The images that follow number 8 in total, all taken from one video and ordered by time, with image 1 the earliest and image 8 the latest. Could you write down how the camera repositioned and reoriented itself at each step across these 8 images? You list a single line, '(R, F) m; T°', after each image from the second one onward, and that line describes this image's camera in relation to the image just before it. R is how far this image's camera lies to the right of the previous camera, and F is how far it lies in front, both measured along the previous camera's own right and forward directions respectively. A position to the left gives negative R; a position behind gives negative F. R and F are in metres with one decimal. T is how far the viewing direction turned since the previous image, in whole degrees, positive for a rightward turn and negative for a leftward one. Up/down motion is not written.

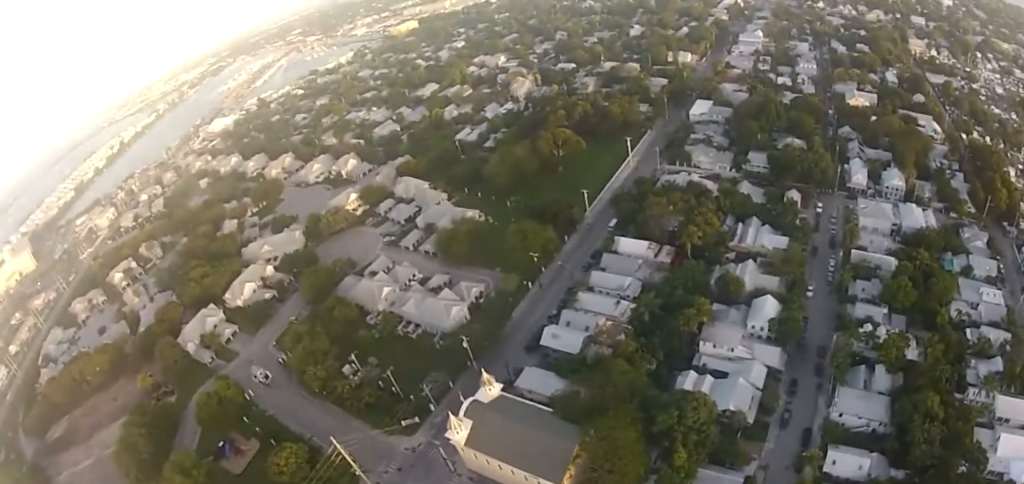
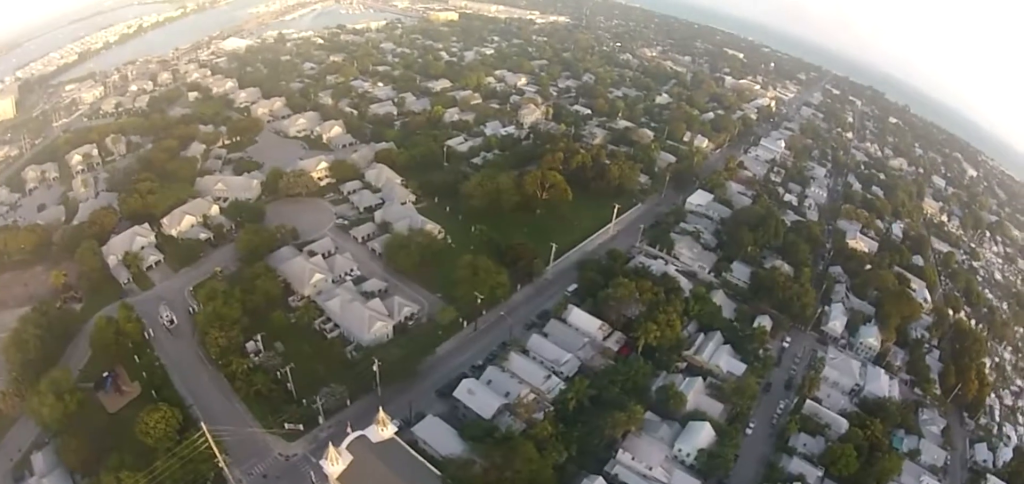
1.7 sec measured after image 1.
(-0.7, +11.0) m; -8°
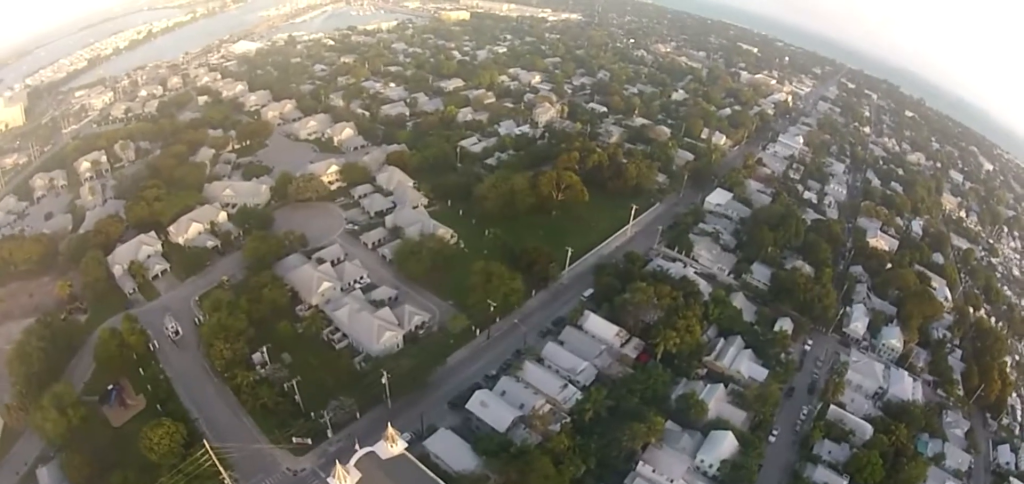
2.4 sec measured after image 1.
(-0.3, +4.0) m; 0°
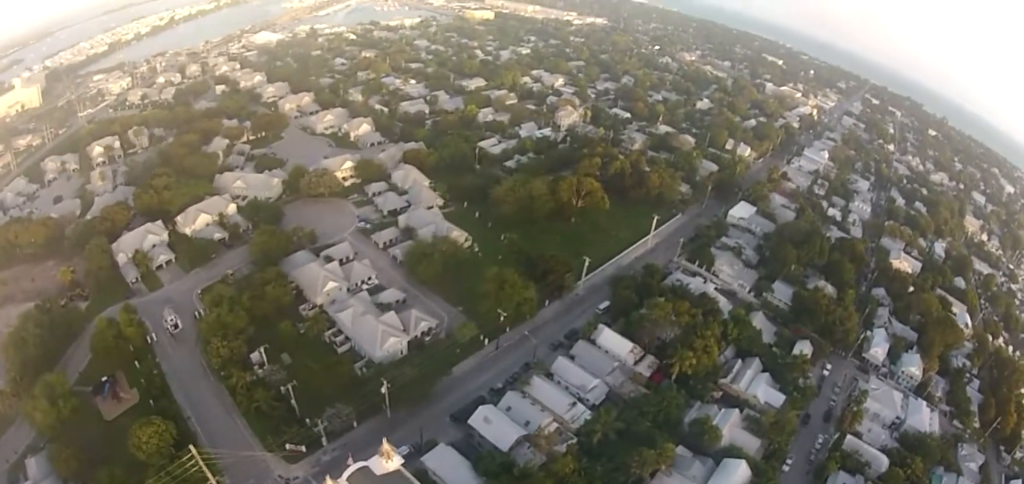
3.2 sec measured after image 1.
(+0.3, +4.9) m; +2°
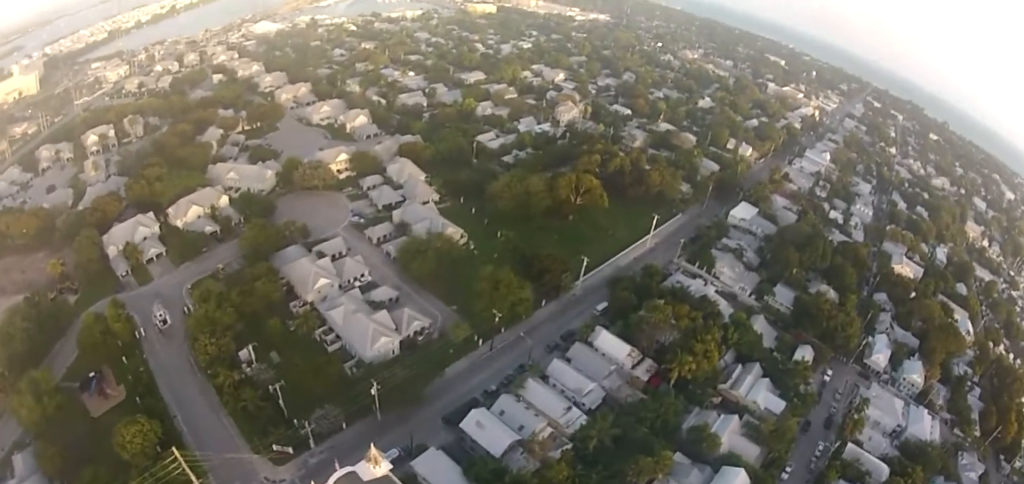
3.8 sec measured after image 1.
(0.0, +3.2) m; 0°
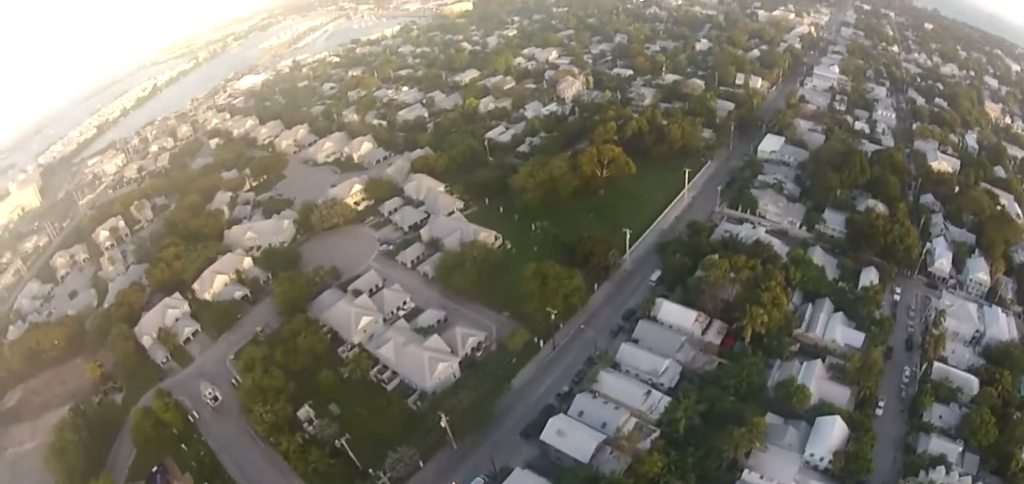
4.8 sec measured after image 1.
(-0.1, +6.4) m; -3°
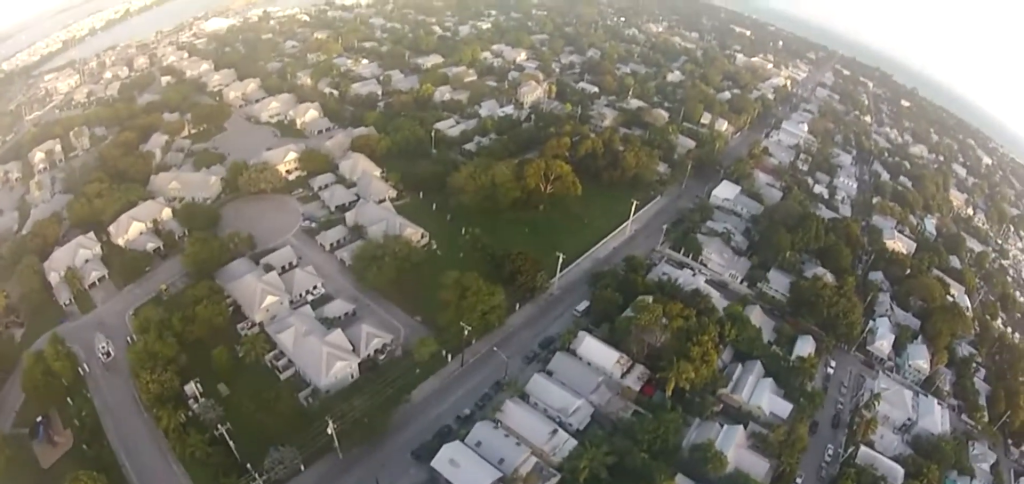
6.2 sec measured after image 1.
(-0.3, +9.1) m; 0°
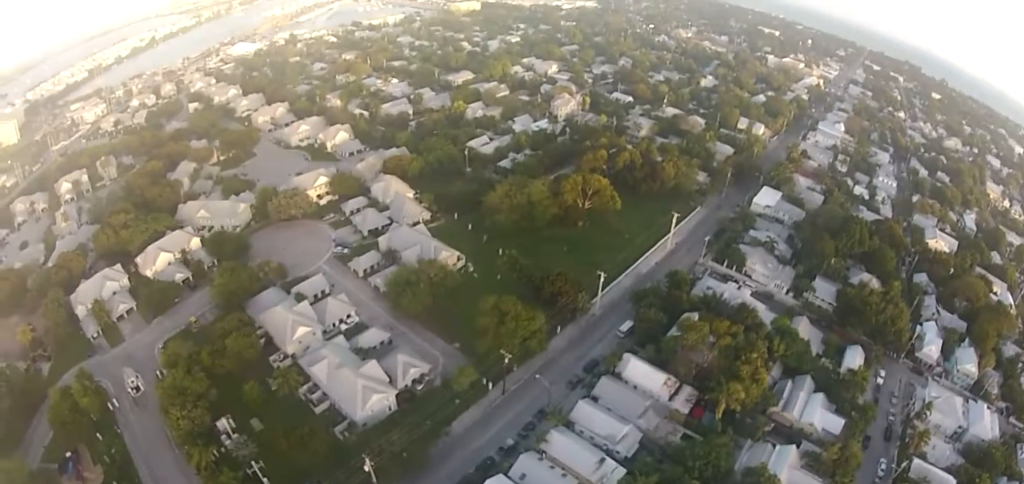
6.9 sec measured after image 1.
(+0.1, +4.7) m; +2°
